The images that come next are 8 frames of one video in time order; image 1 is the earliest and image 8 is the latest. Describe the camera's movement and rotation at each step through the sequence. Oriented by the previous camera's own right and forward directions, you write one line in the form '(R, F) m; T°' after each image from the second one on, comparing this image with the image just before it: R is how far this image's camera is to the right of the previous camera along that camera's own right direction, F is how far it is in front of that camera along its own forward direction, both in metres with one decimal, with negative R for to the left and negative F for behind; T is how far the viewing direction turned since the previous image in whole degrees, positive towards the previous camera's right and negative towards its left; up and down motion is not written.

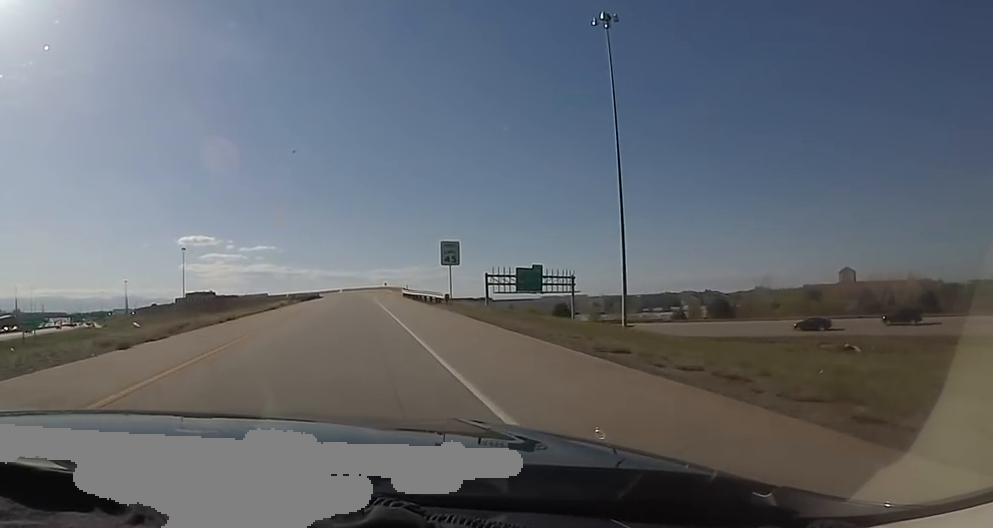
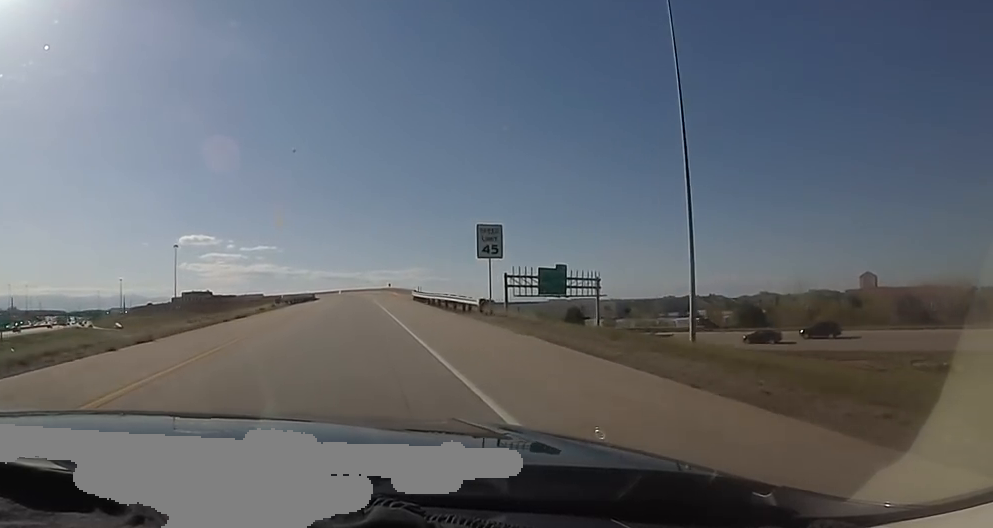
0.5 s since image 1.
(-0.6, +10.8) m; 0°
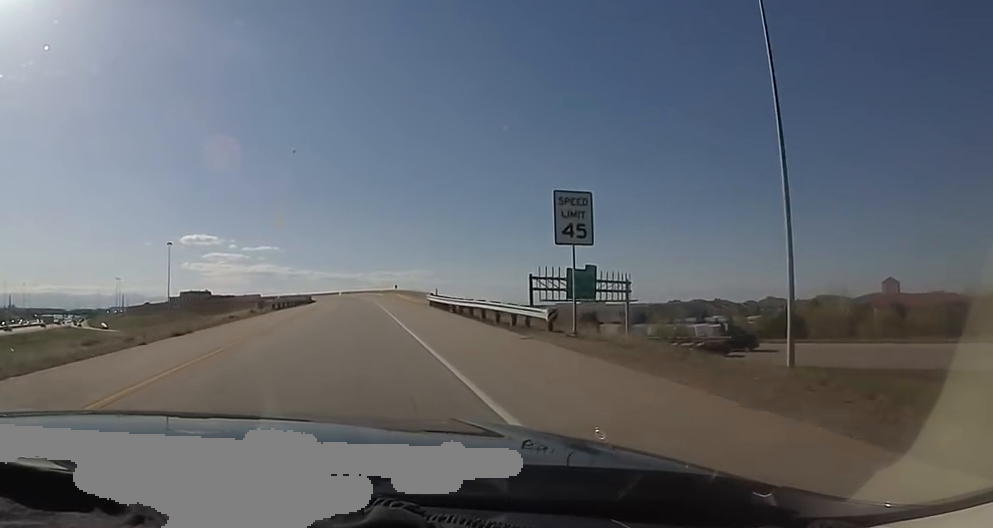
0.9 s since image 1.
(-0.2, +10.0) m; 0°
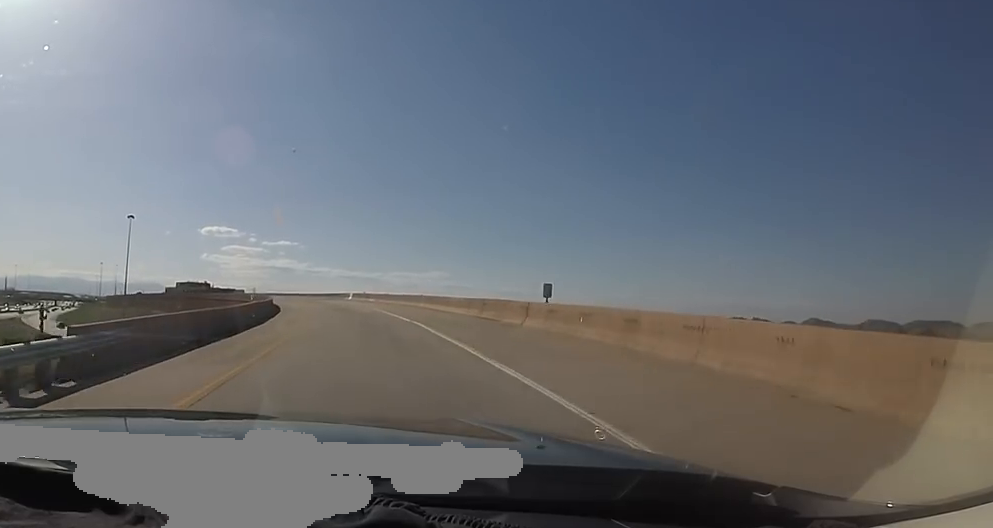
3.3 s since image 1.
(+0.4, +54.2) m; -2°
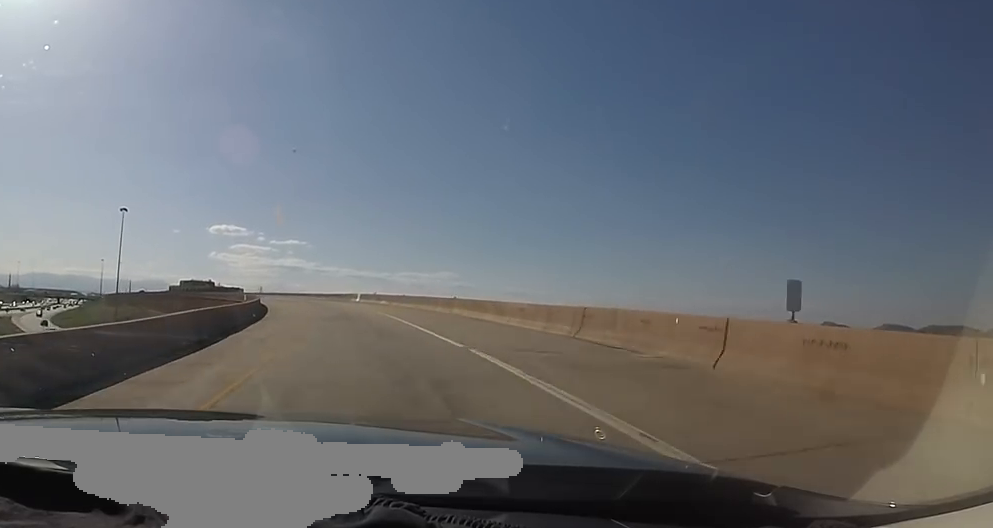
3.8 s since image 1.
(-0.2, +11.2) m; -1°
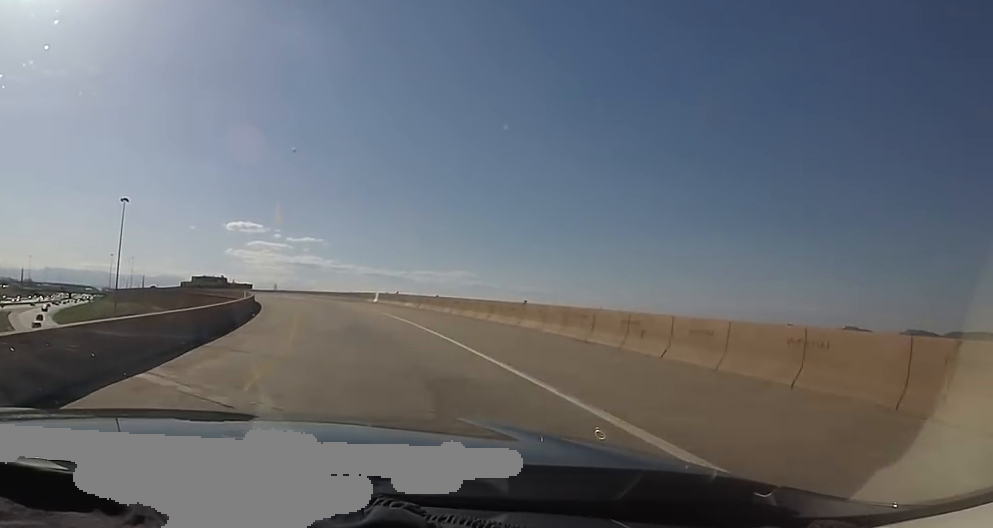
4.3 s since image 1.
(0.0, +10.3) m; 0°
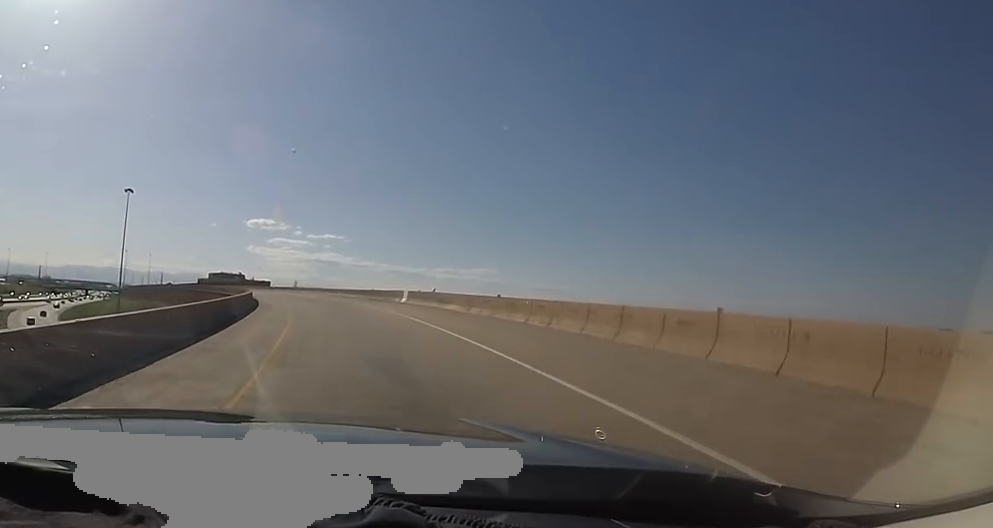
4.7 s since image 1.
(0.0, +10.4) m; 0°
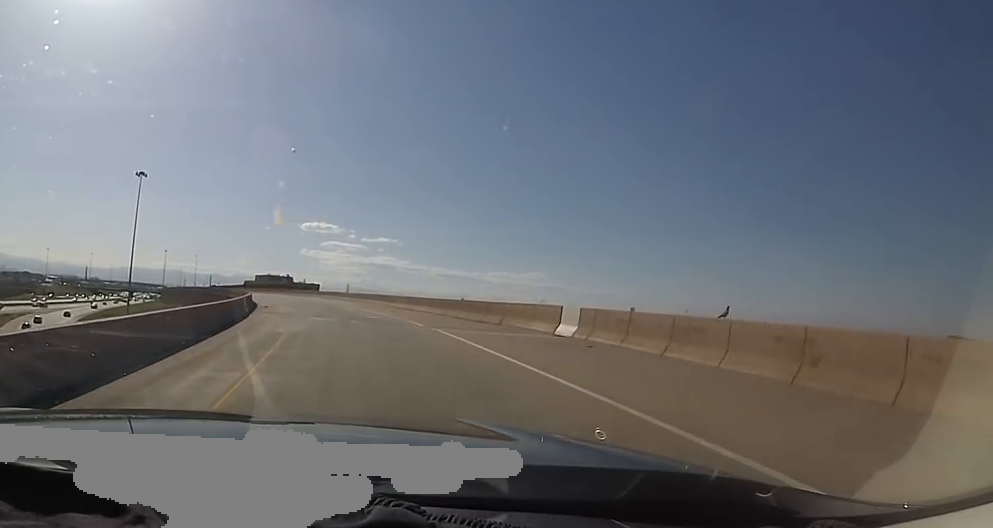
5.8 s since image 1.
(-0.4, +24.1) m; -8°
